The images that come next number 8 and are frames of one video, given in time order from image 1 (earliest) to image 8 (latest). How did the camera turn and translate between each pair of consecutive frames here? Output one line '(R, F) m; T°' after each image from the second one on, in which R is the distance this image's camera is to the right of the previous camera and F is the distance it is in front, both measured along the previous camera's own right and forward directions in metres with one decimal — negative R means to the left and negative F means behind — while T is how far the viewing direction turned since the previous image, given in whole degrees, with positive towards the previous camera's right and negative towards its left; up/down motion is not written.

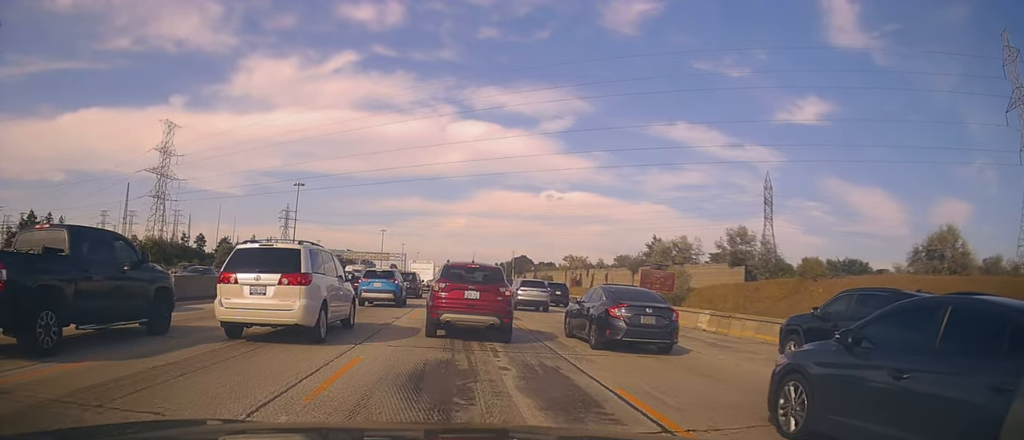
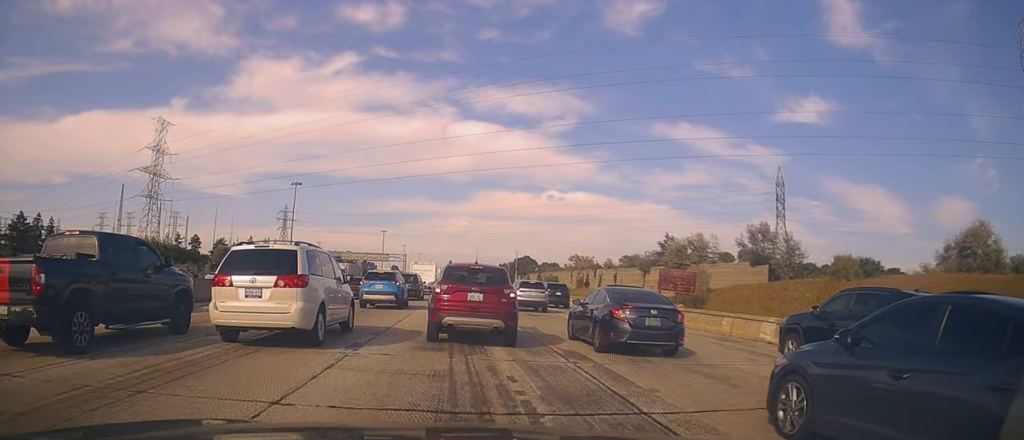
(-0.1, +5.4) m; 0°
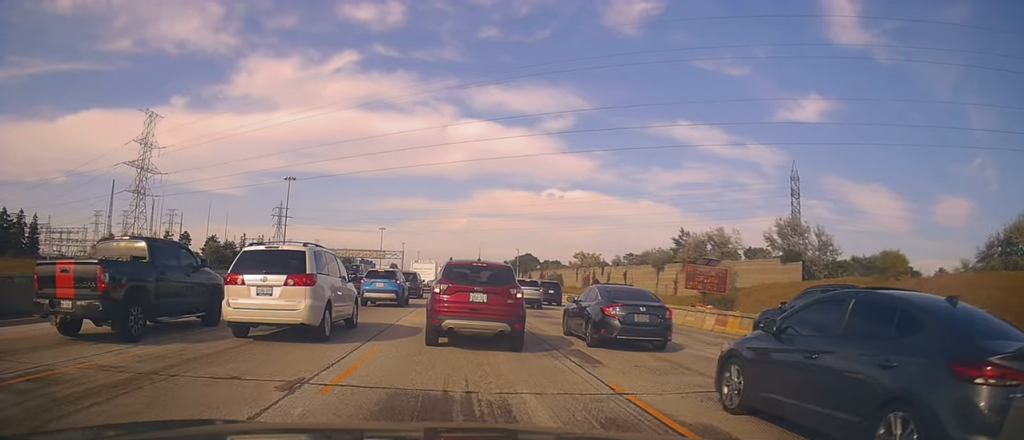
(+0.2, +7.7) m; +4°
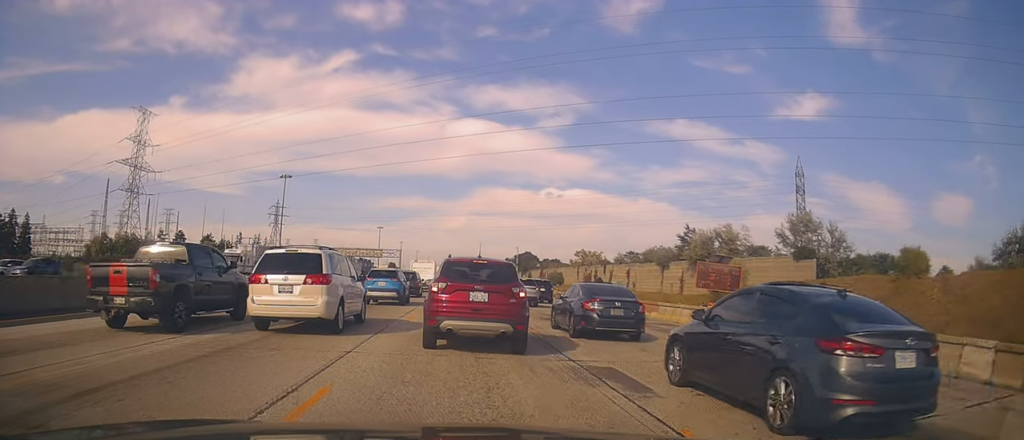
(+0.2, +4.0) m; +1°
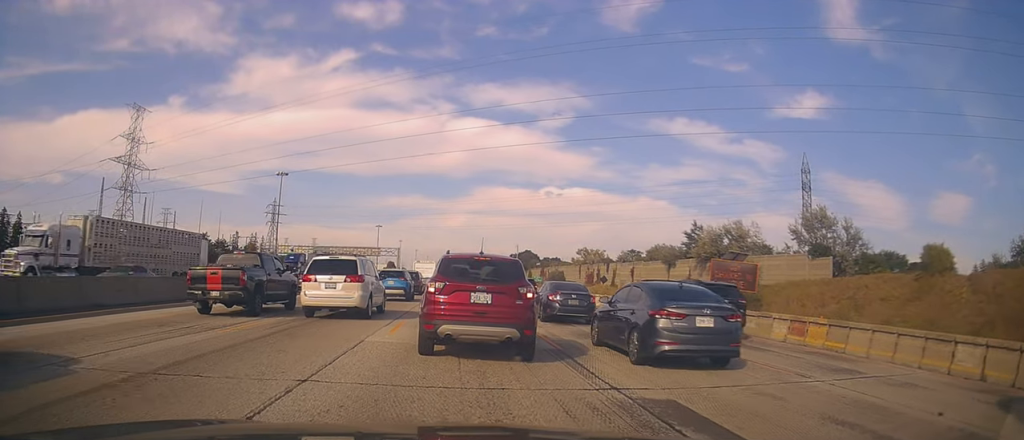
(-0.2, +5.3) m; -3°
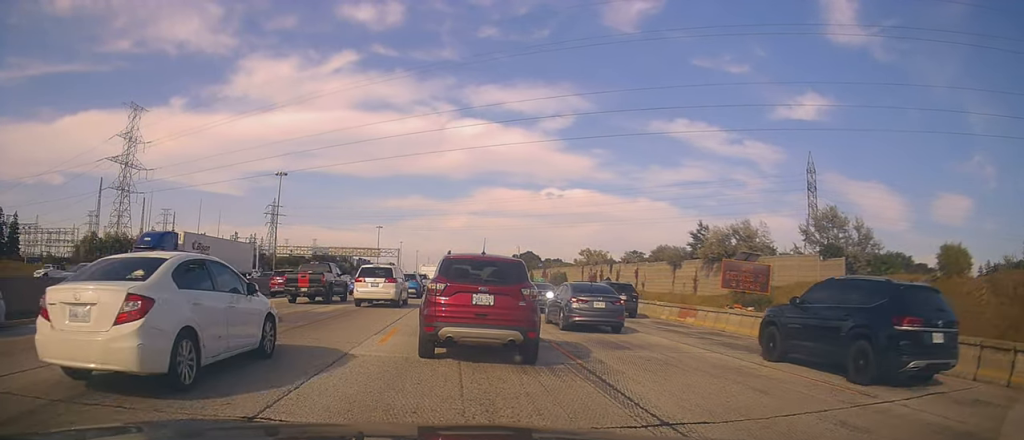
(0.0, +3.8) m; +5°
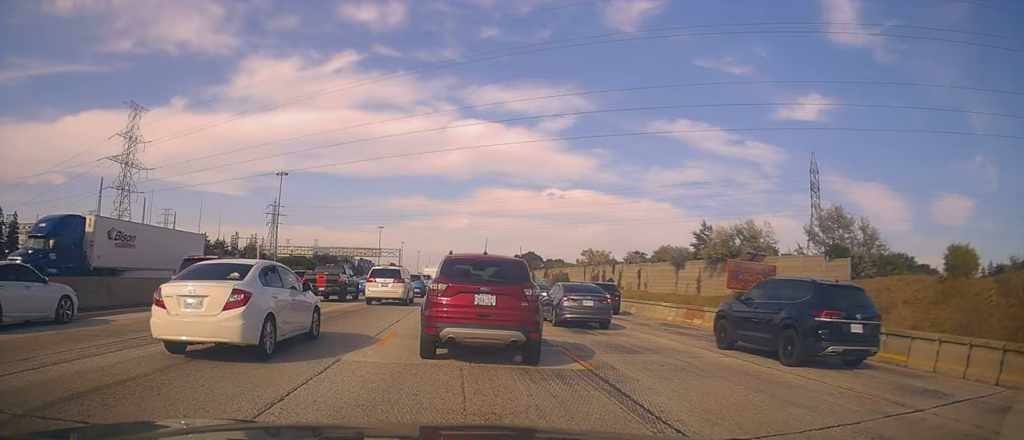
(+0.1, +0.6) m; 0°
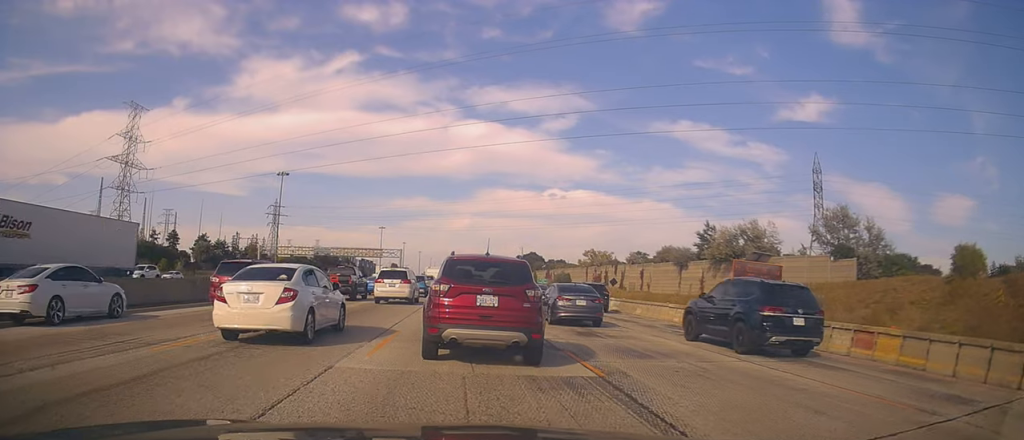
(+0.1, +0.5) m; 0°
